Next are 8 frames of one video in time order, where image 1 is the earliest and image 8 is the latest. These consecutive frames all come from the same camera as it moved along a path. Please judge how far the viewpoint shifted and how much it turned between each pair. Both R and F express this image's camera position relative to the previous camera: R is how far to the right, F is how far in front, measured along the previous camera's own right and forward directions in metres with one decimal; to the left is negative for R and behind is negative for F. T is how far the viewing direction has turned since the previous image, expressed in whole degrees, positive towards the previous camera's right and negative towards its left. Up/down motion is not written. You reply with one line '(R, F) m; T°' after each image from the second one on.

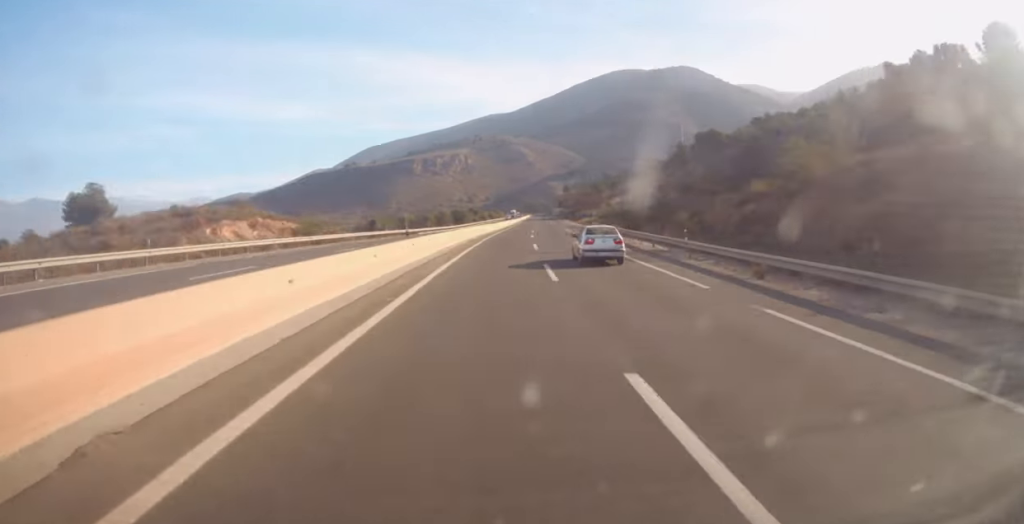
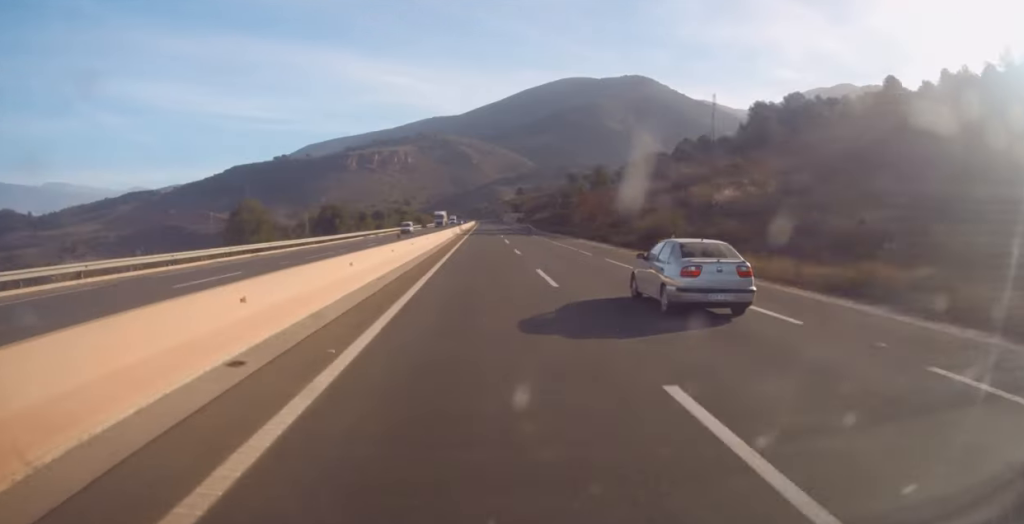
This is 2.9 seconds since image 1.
(+7.4, +109.3) m; +2°
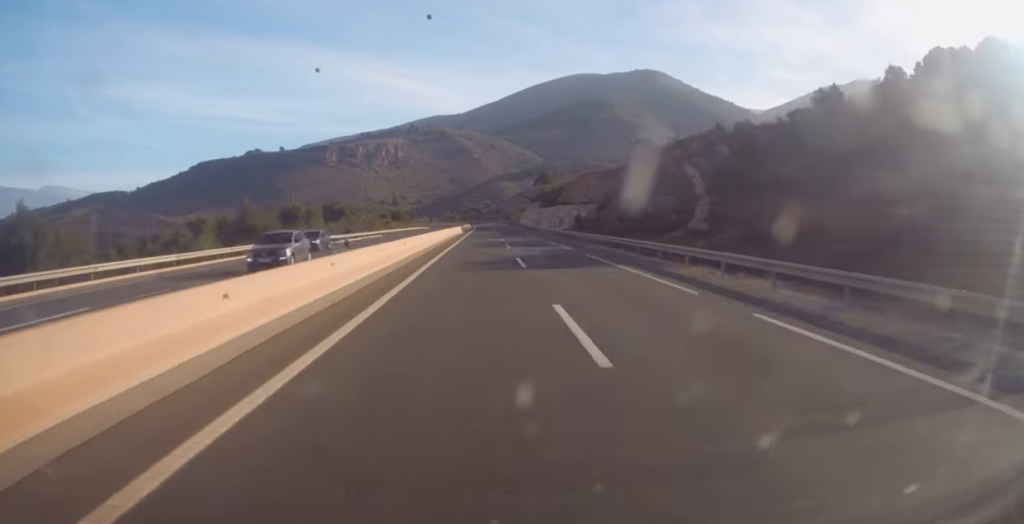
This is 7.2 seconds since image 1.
(-5.8, +184.7) m; -10°
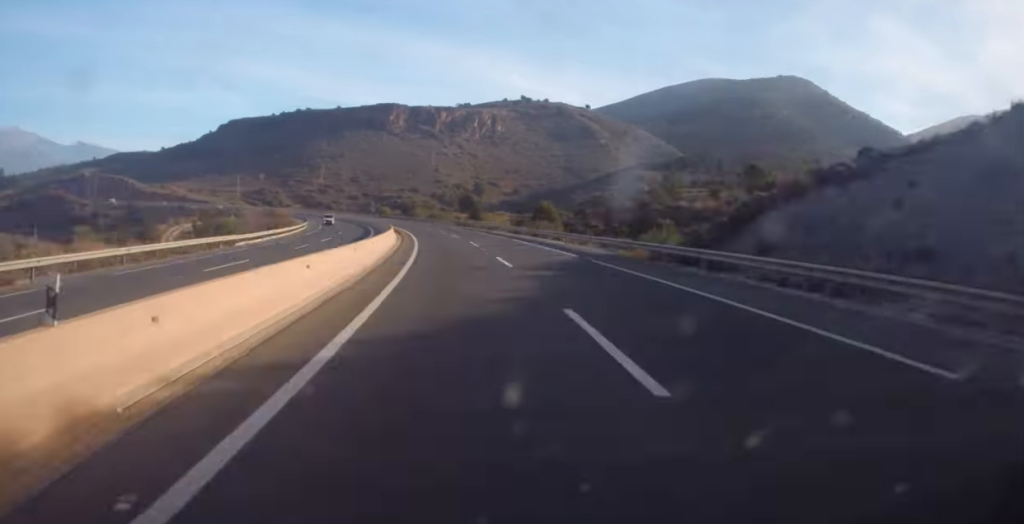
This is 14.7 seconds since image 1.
(-62.2, +341.8) m; -27°
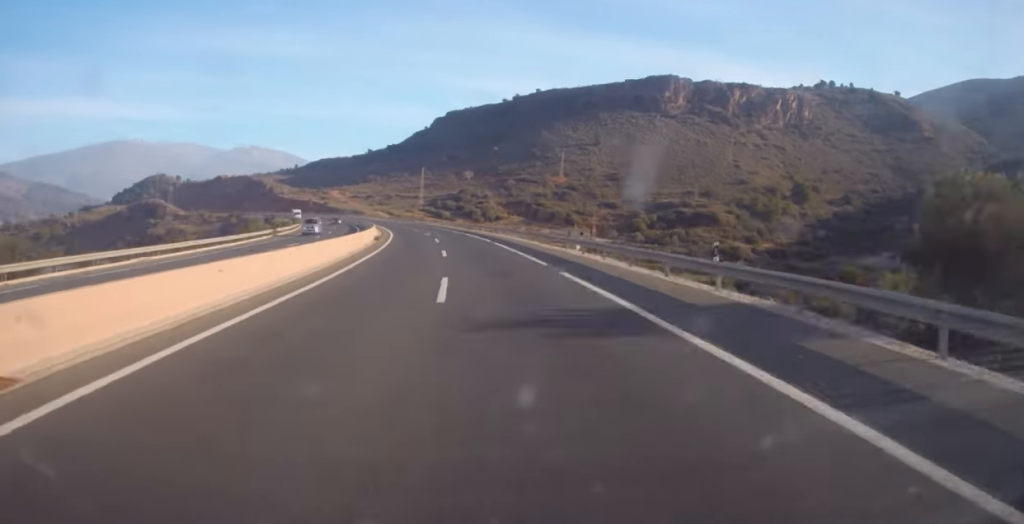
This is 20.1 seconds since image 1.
(-50.8, +225.4) m; -21°
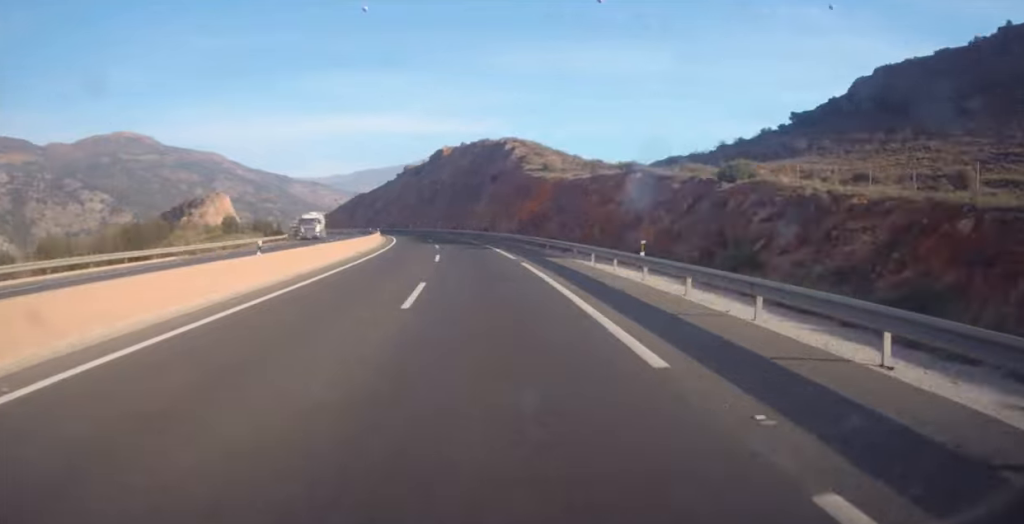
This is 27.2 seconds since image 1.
(-55.0, +226.5) m; -17°
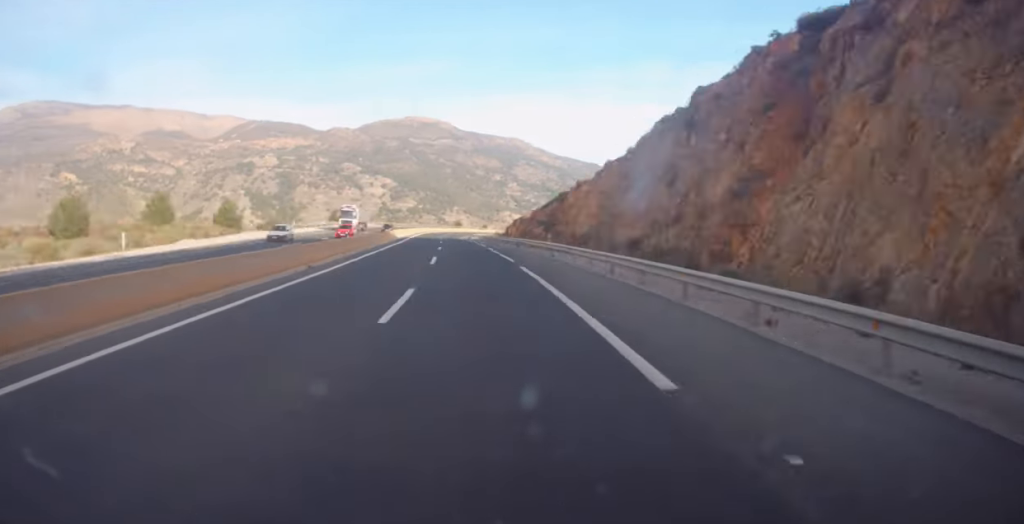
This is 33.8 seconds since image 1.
(-11.5, +162.2) m; 0°
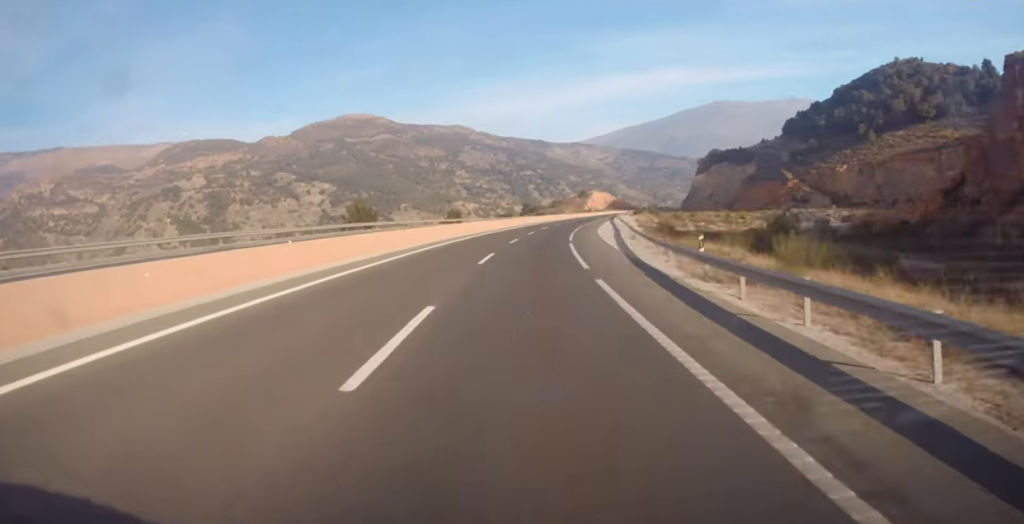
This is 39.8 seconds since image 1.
(+8.6, +173.7) m; +7°
